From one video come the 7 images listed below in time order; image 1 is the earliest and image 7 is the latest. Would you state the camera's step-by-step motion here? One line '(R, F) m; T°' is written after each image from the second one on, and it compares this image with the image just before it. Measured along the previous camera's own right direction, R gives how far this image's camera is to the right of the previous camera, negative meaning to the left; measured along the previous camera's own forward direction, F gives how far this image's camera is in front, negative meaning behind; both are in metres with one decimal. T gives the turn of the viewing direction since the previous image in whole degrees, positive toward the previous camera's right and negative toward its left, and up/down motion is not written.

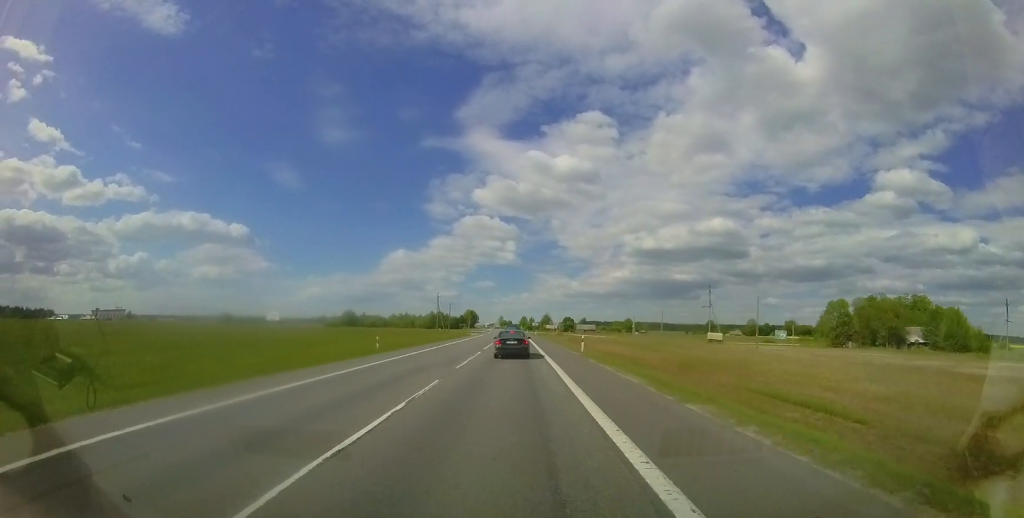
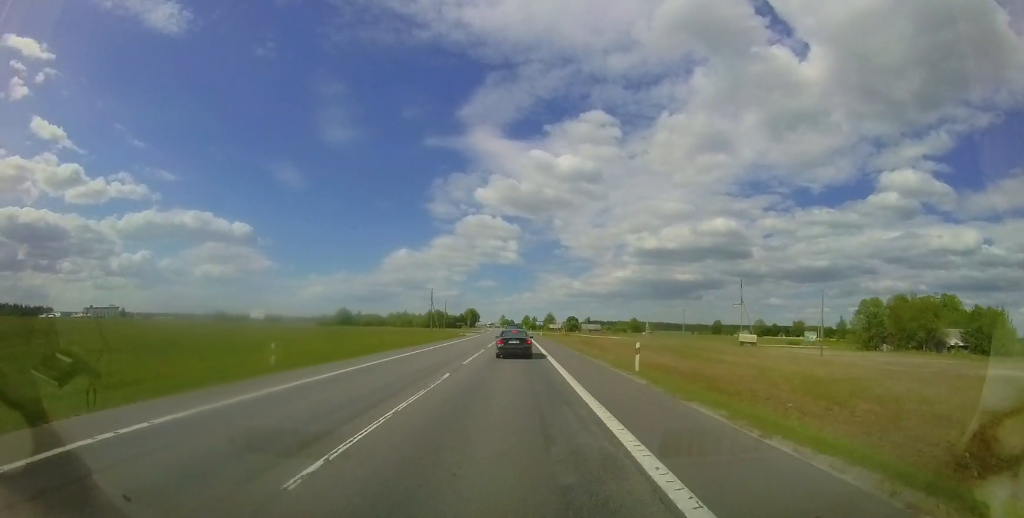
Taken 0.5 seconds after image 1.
(-0.2, +10.6) m; -1°
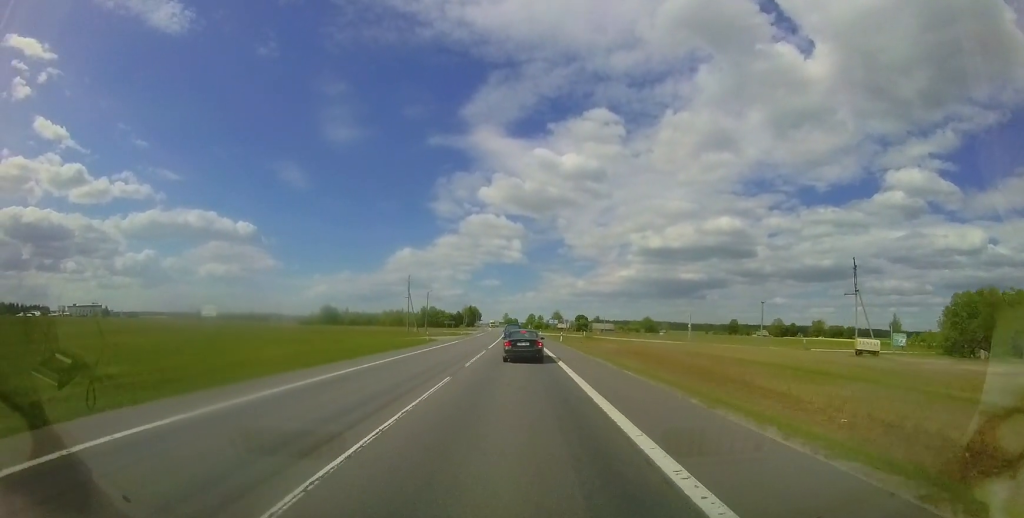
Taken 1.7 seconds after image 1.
(+0.3, +24.2) m; +1°
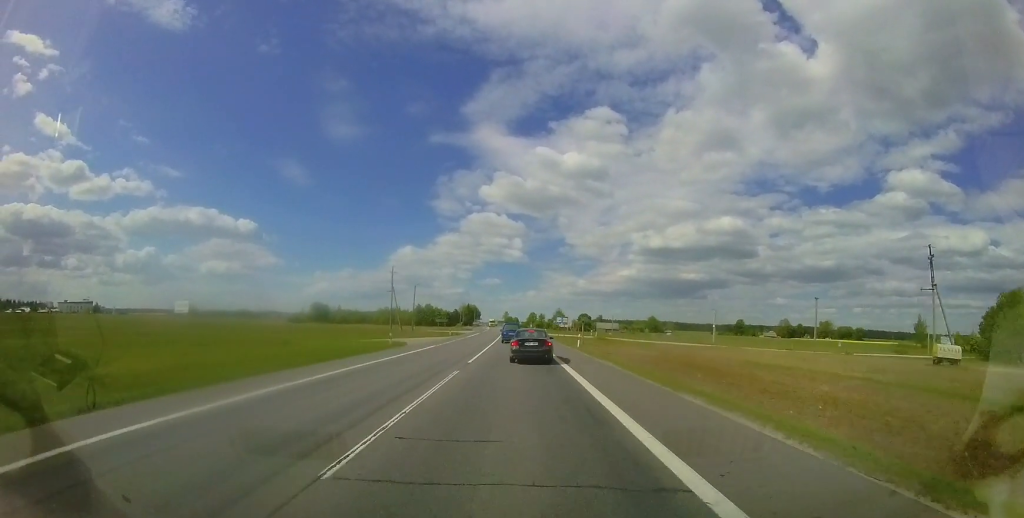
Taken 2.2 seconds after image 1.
(+0.1, +10.6) m; 0°
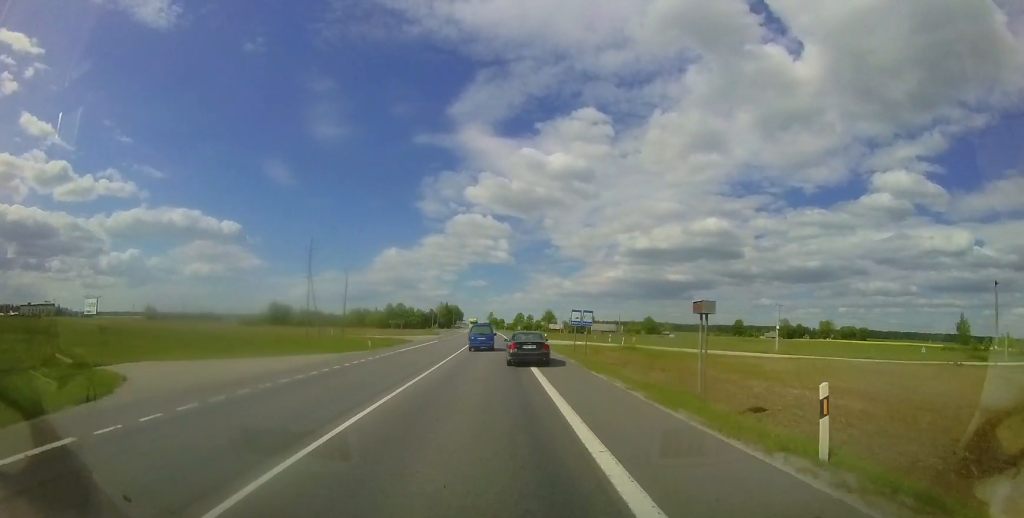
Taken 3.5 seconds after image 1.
(-0.1, +24.3) m; -1°
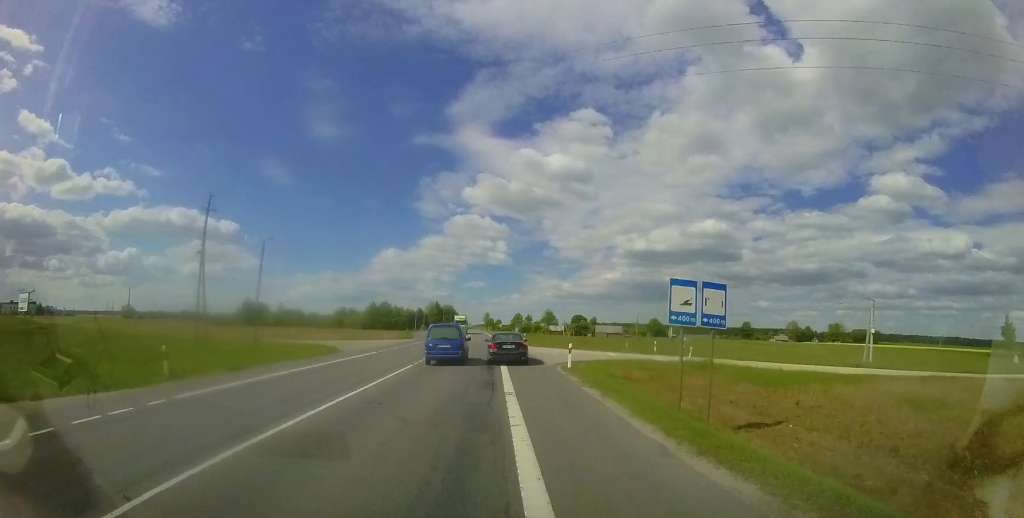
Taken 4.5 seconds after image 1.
(0.0, +17.2) m; -1°
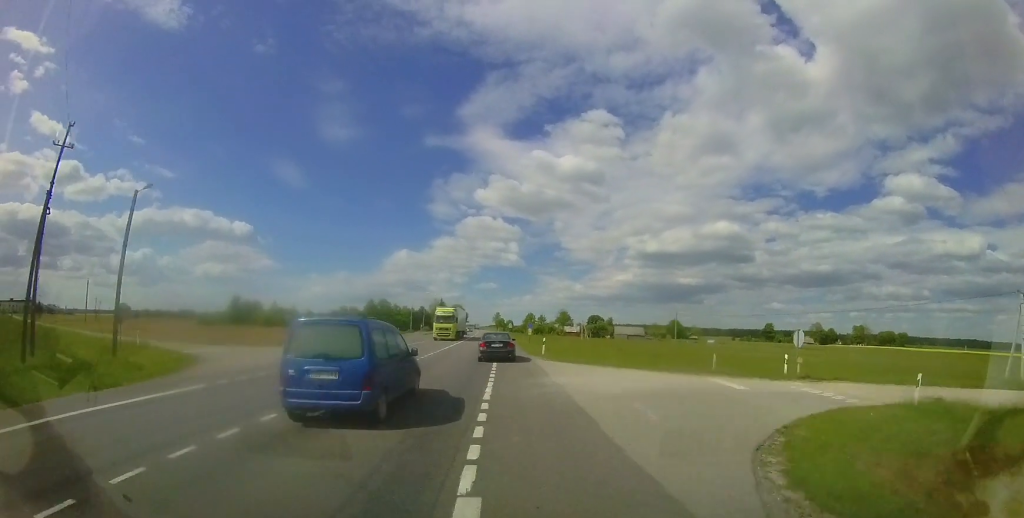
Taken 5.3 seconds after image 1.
(-0.2, +14.8) m; -1°
